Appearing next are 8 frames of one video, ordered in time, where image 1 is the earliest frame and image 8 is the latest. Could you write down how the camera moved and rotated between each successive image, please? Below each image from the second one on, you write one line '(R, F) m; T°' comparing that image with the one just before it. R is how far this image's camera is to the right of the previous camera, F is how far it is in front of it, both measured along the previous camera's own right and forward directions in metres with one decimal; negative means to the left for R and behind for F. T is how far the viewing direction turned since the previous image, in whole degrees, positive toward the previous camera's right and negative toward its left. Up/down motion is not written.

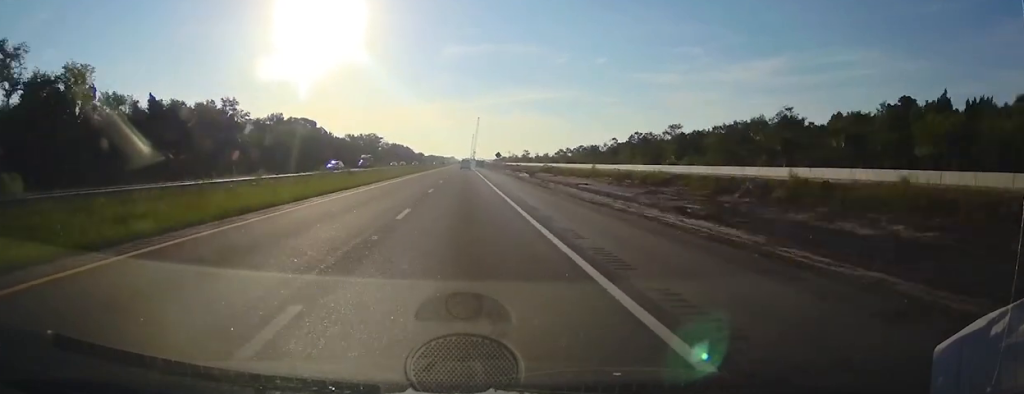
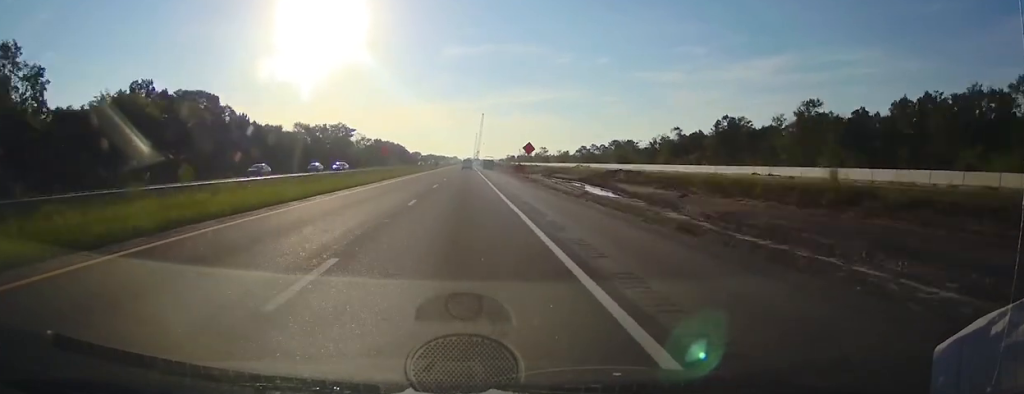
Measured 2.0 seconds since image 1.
(-0.2, +61.7) m; 0°
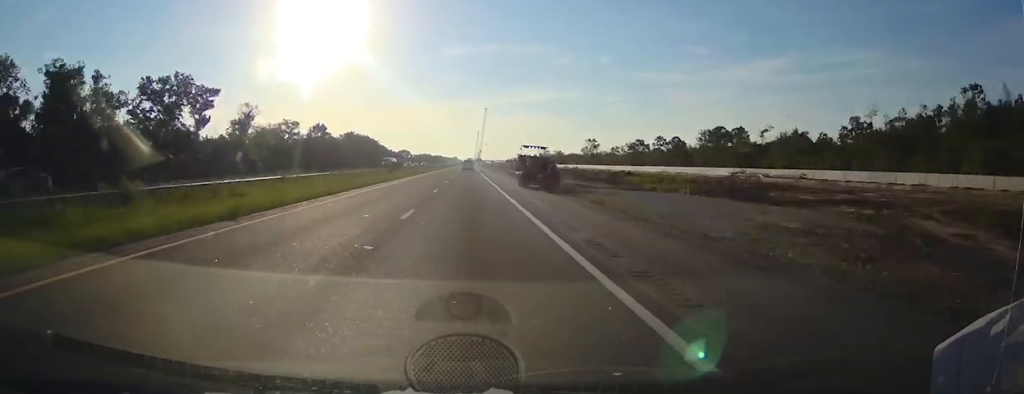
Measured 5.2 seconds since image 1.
(+0.3, +96.6) m; 0°
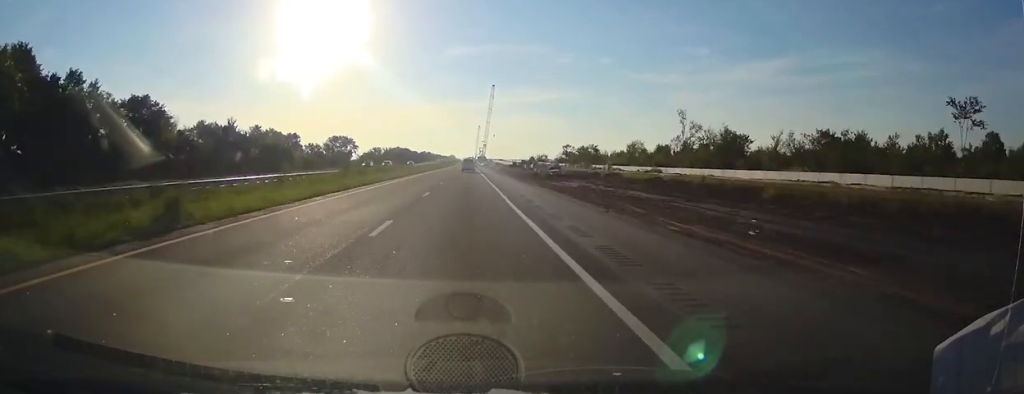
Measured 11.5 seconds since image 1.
(-0.7, +180.0) m; 0°
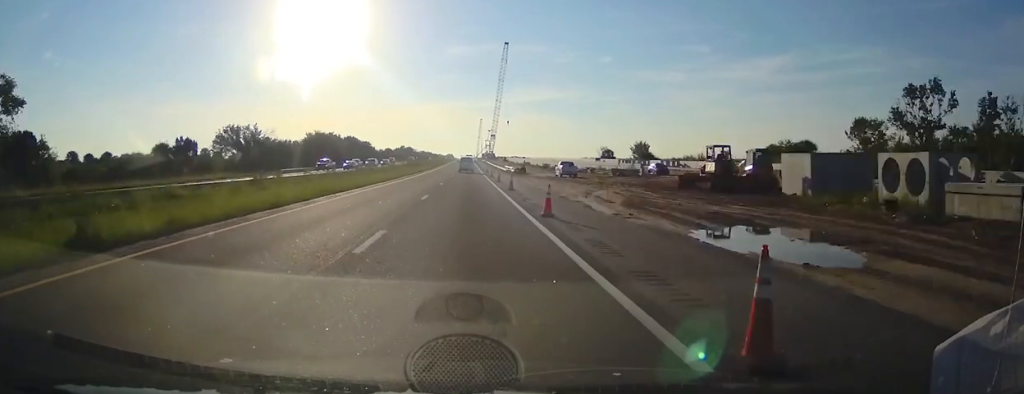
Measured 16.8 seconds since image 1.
(+0.9, +133.7) m; 0°
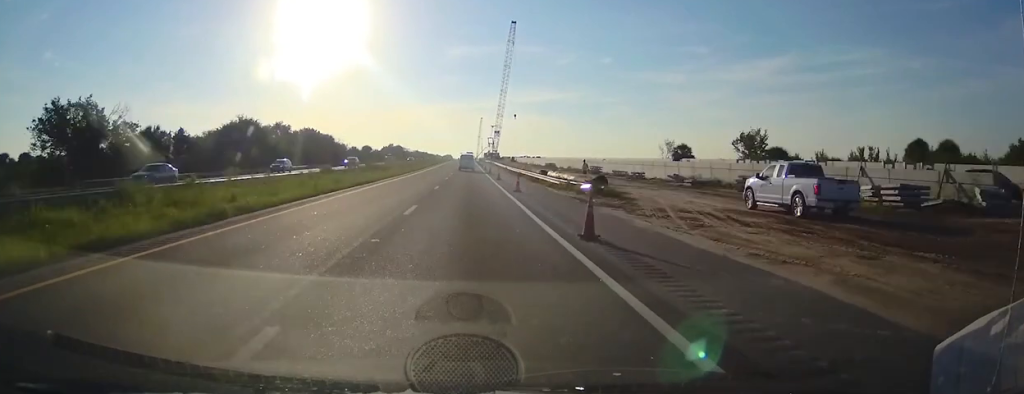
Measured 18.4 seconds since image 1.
(+0.1, +36.0) m; 0°
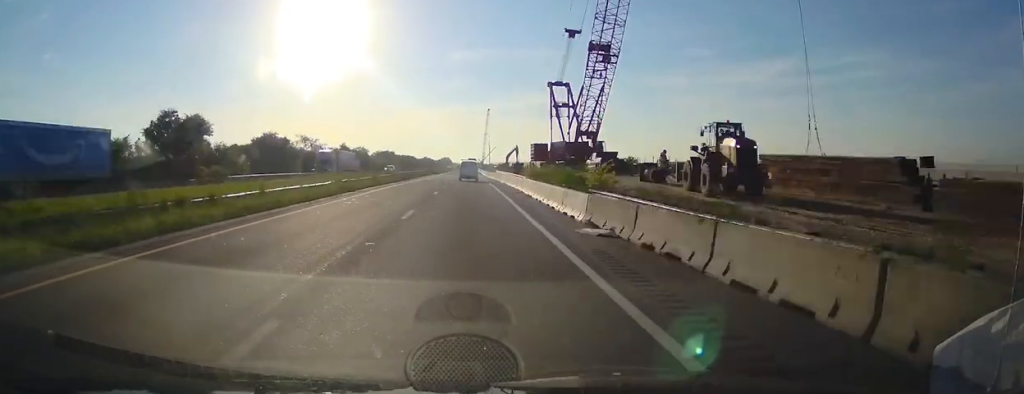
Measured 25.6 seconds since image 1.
(-1.3, +282.7) m; 0°
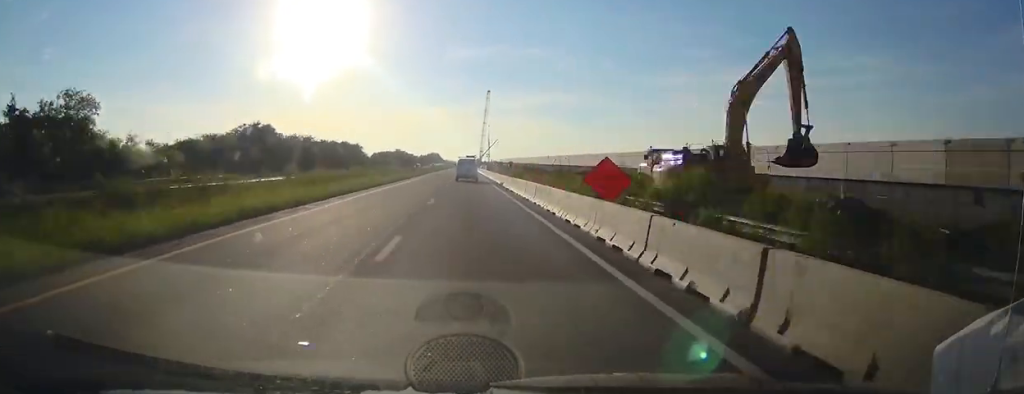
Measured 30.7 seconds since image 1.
(+0.5, +170.6) m; 0°
